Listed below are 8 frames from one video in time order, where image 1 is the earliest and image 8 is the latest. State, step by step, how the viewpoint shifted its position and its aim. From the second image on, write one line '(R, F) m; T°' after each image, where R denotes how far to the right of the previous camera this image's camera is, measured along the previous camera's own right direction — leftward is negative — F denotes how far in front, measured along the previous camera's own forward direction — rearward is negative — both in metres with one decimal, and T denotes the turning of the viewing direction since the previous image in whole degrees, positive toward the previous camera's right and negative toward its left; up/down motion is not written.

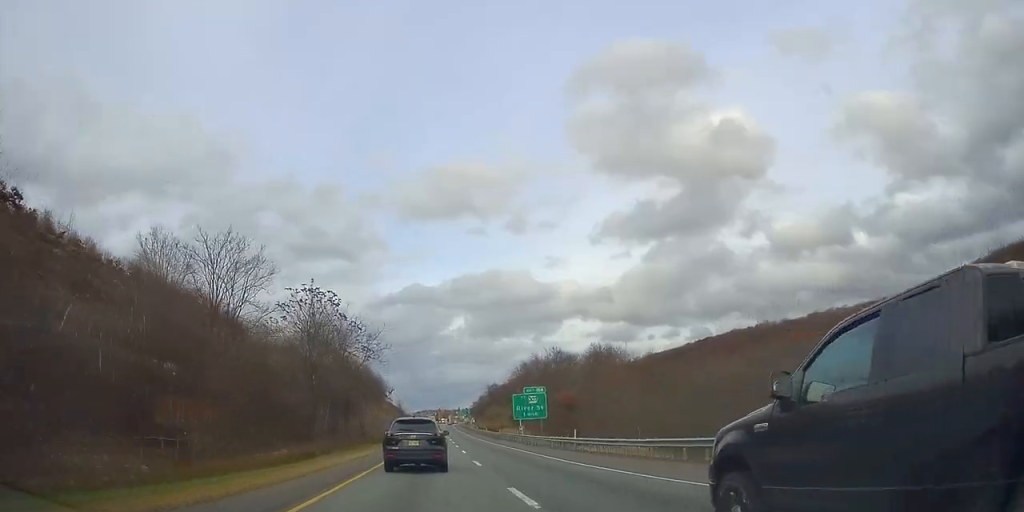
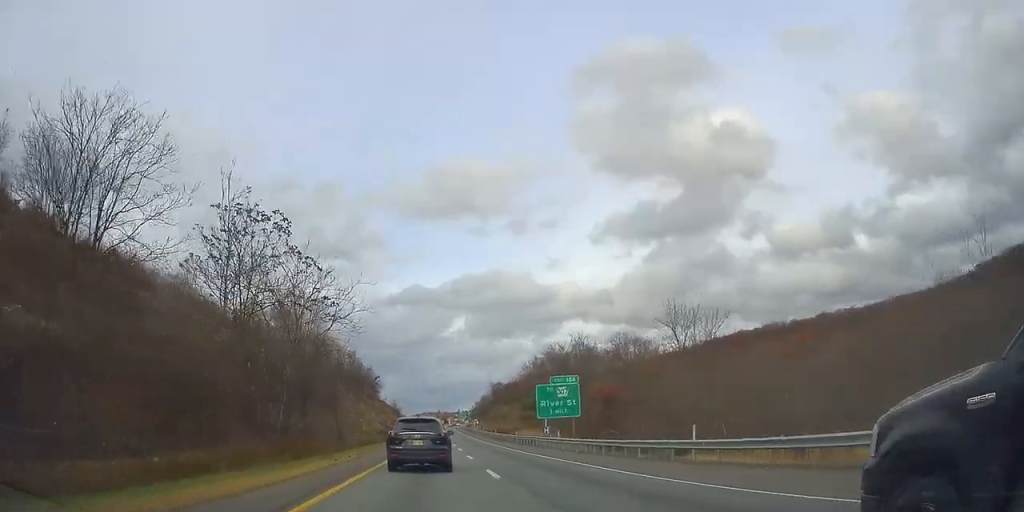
(-0.1, +18.0) m; 0°
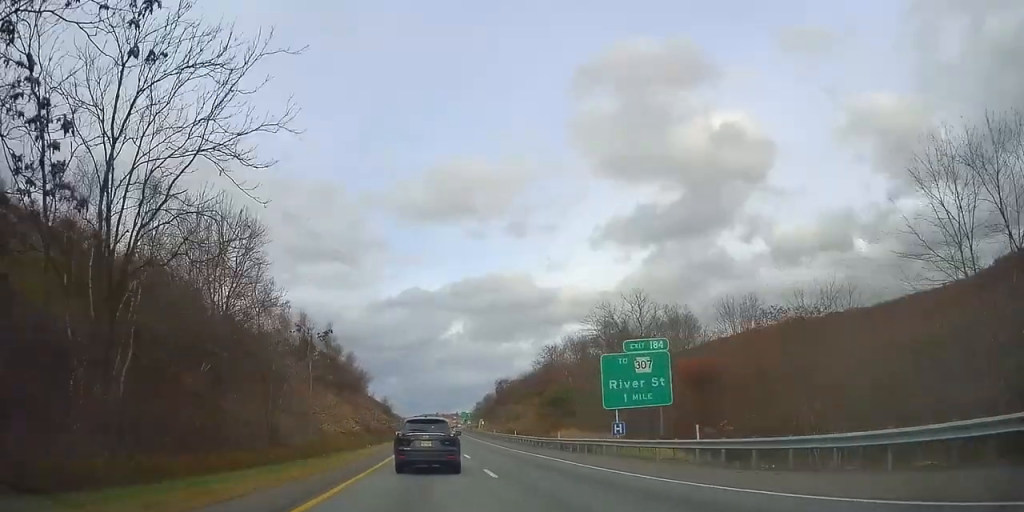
(-0.1, +23.5) m; 0°
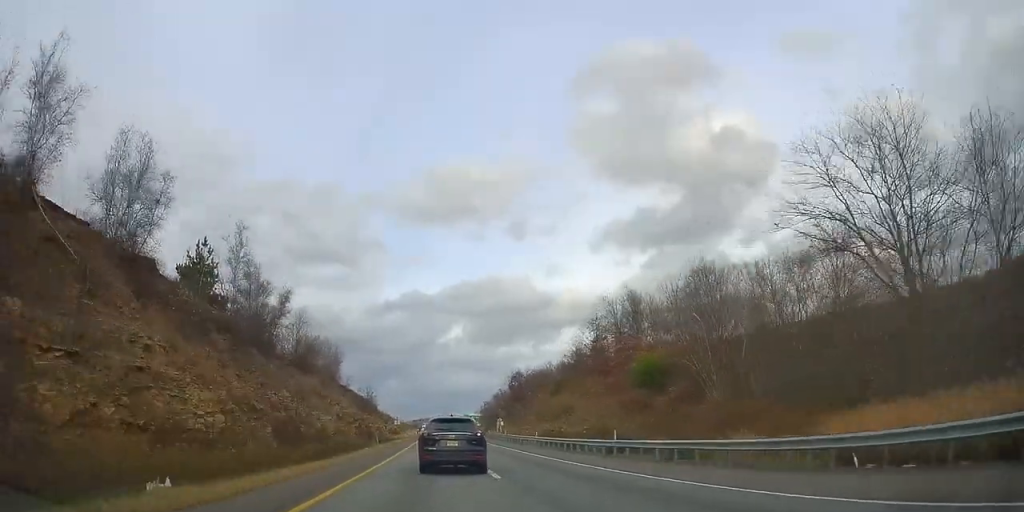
(+0.3, +36.5) m; 0°
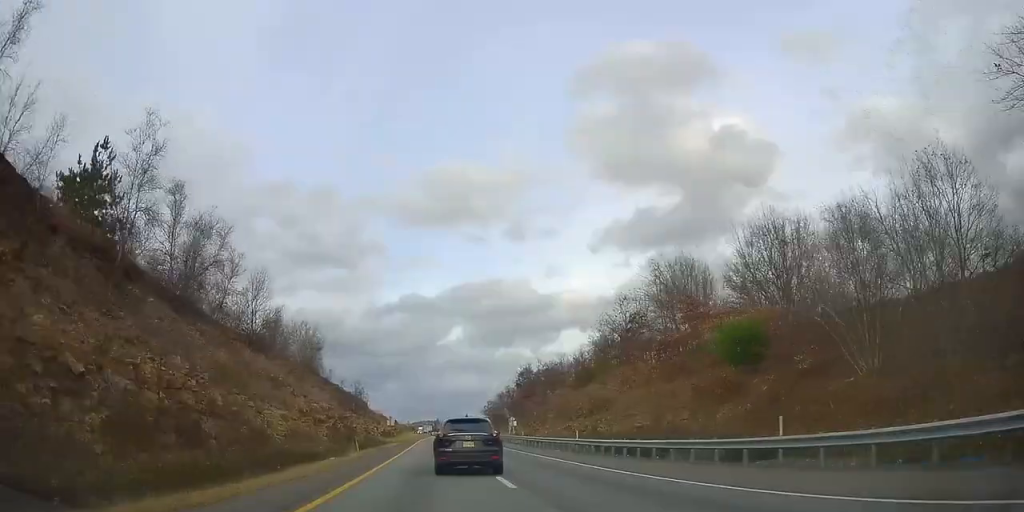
(+0.1, +15.0) m; 0°
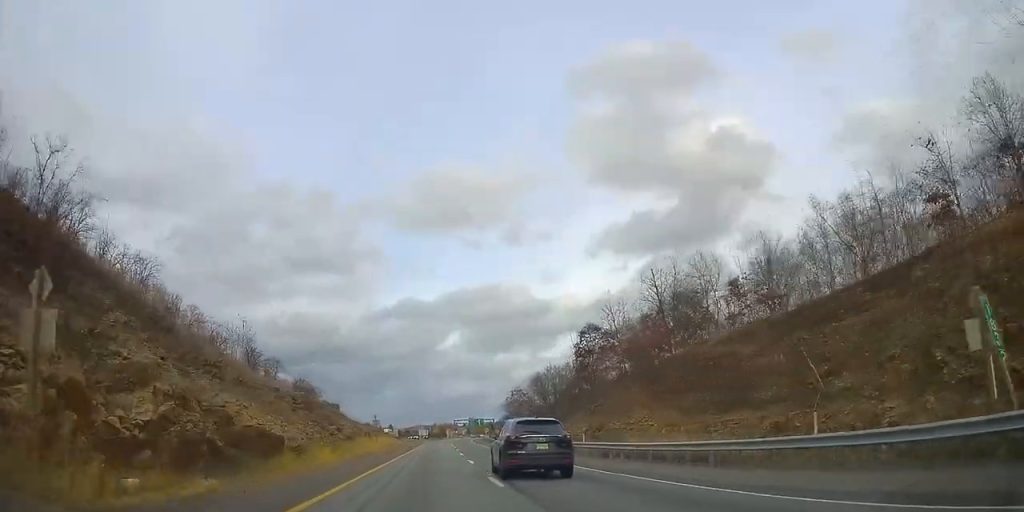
(-0.4, +71.0) m; +1°
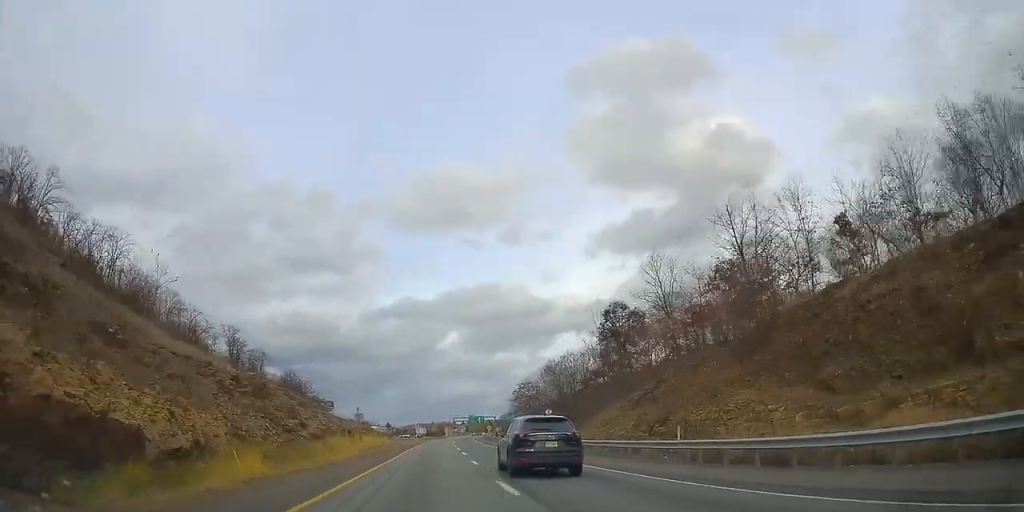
(+0.2, +14.2) m; 0°
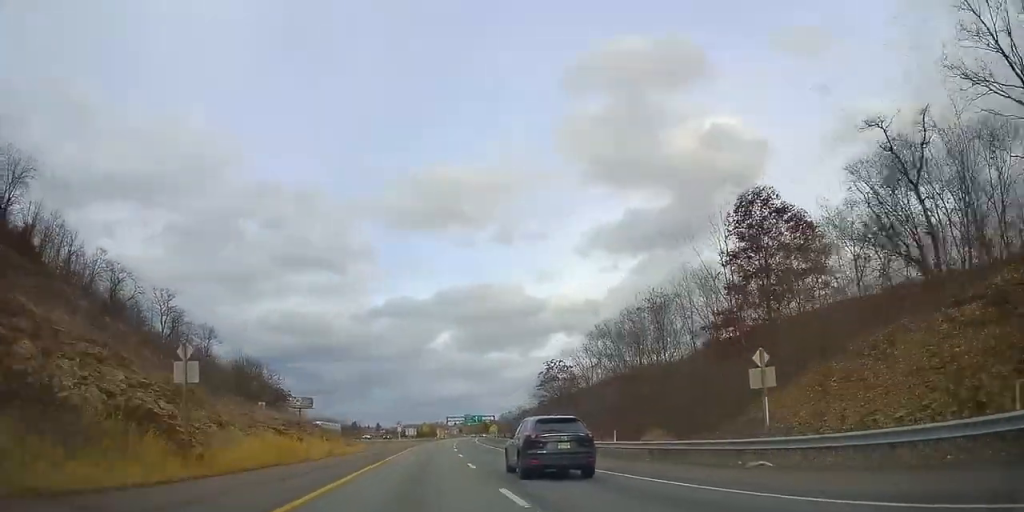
(0.0, +37.7) m; 0°
